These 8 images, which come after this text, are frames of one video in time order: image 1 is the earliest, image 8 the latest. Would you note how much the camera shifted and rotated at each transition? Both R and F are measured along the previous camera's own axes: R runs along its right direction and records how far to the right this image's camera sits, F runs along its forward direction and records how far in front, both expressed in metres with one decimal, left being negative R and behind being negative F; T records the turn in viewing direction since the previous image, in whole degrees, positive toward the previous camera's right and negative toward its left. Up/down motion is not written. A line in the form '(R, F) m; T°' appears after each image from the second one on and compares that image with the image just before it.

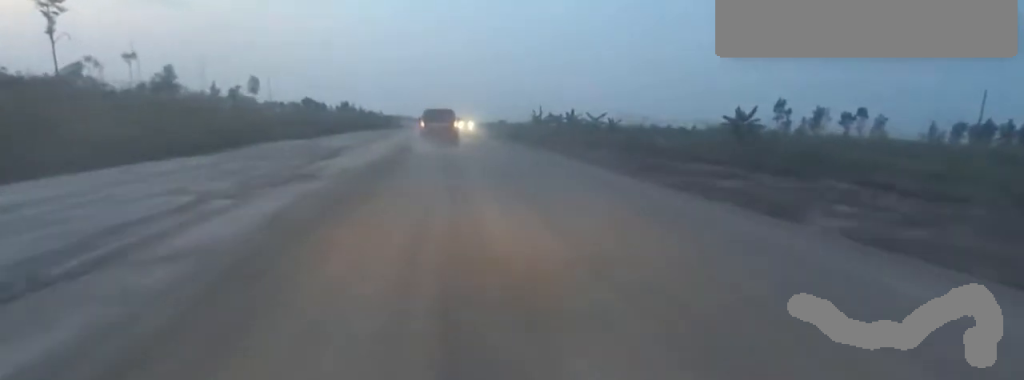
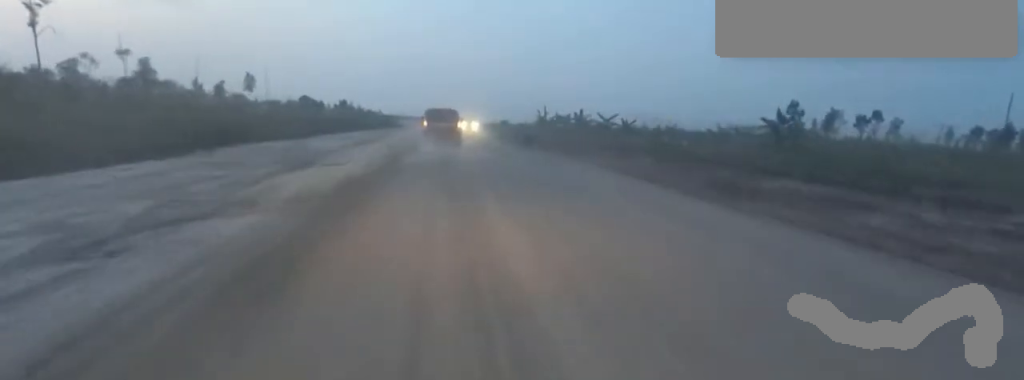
(+0.1, +5.4) m; 0°
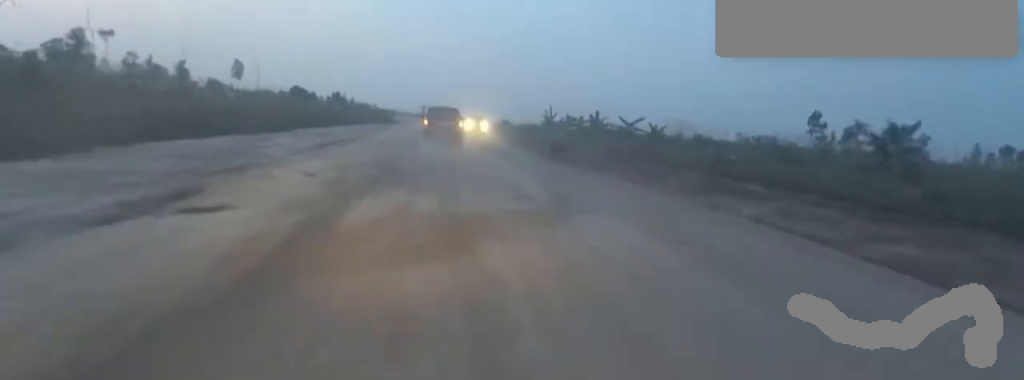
(-0.1, +10.1) m; -3°
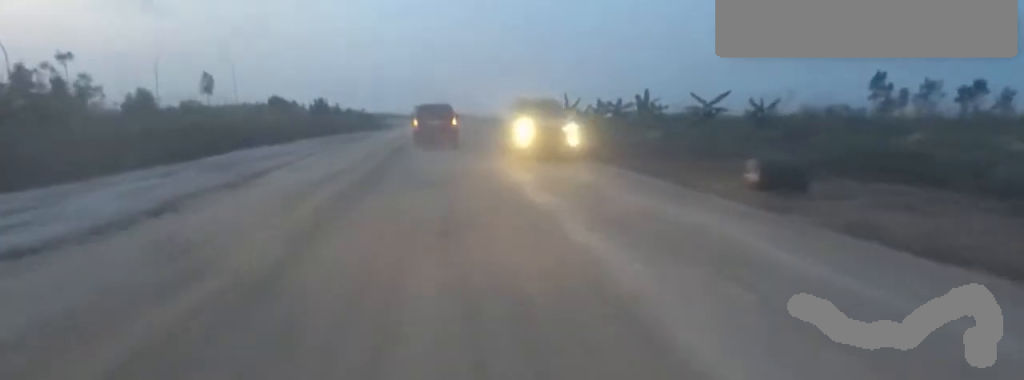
(-1.3, +22.0) m; -3°
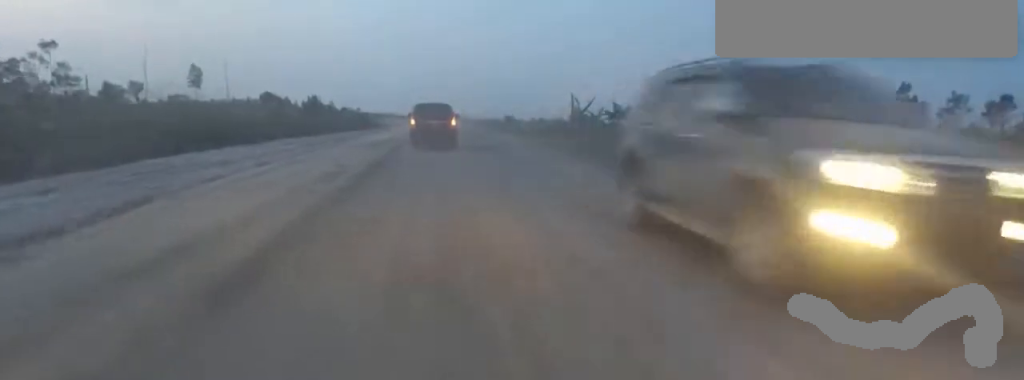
(+0.1, +7.3) m; +2°
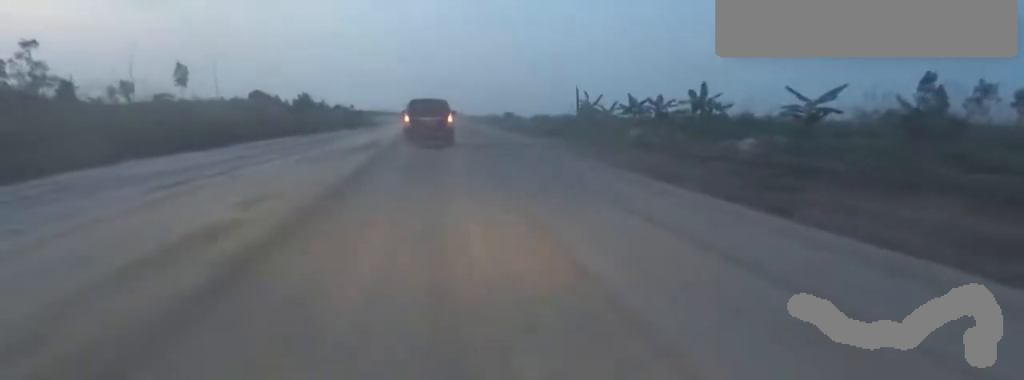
(0.0, +6.1) m; +2°
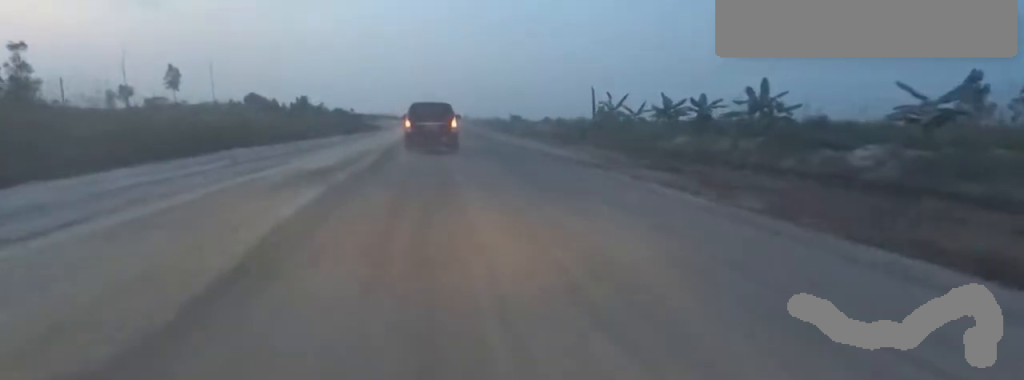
(+0.3, +7.4) m; +2°
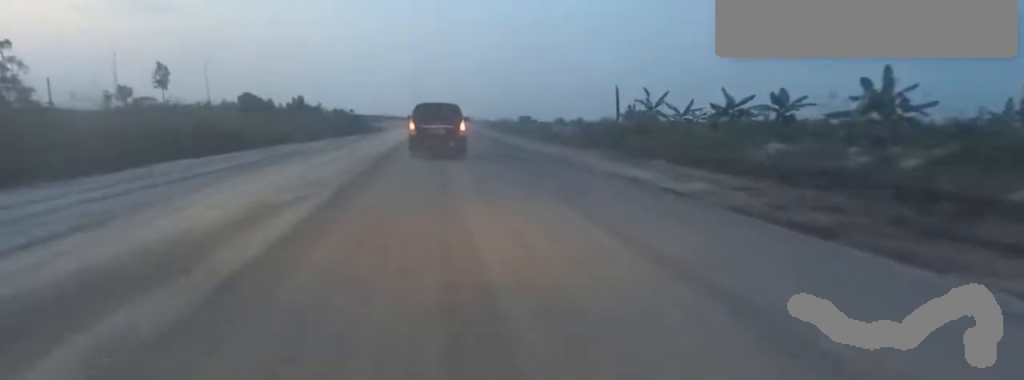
(0.0, +9.5) m; 0°
